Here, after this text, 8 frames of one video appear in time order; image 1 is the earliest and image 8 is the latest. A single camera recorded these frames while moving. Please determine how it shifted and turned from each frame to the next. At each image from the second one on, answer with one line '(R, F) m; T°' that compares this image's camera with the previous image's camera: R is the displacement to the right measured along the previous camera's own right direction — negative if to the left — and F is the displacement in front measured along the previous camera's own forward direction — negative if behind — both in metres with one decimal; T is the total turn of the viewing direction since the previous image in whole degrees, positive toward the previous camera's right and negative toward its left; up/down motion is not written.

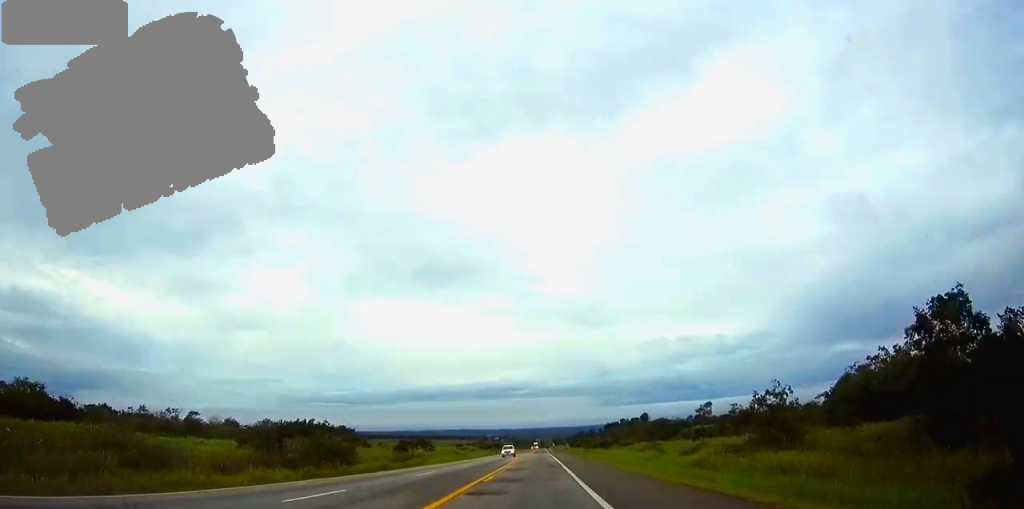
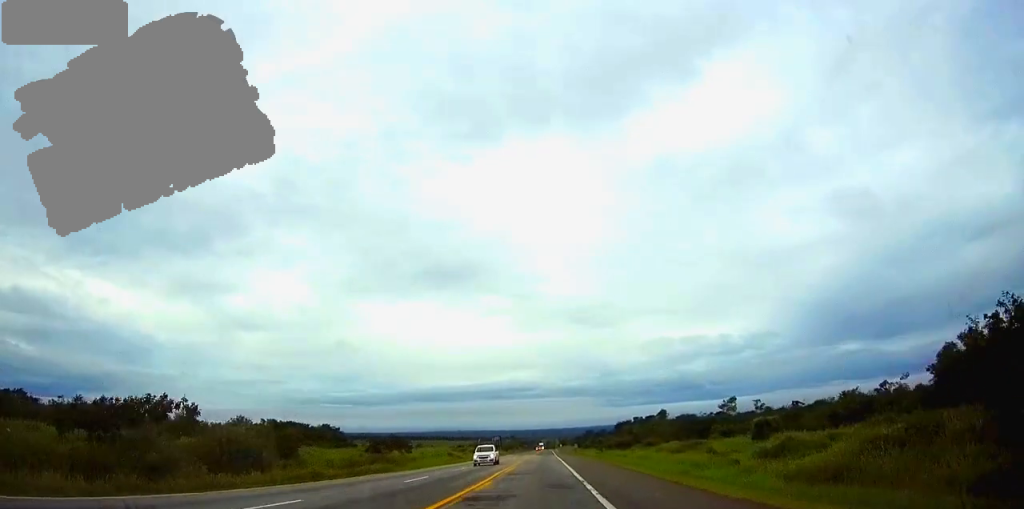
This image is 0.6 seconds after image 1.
(0.0, +20.1) m; 0°
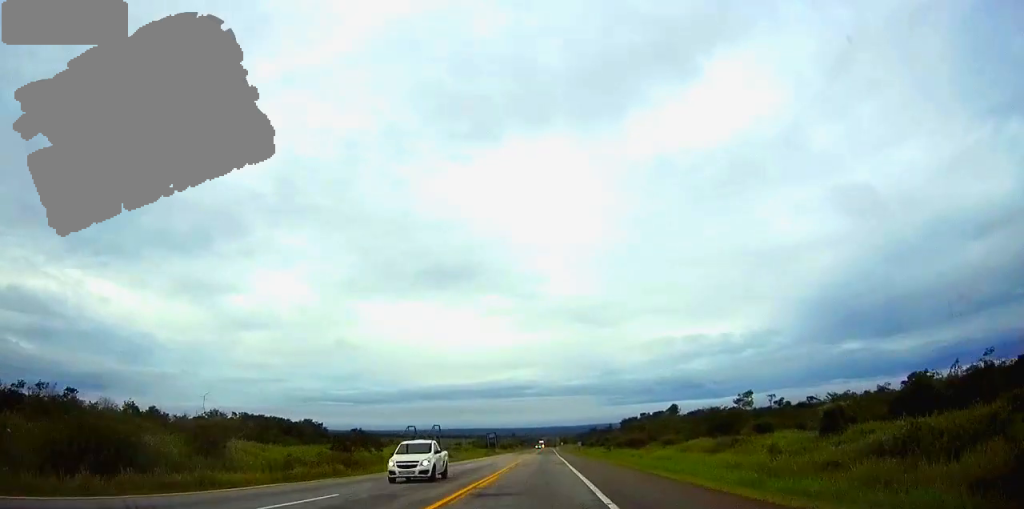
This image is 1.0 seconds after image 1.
(0.0, +14.2) m; 0°
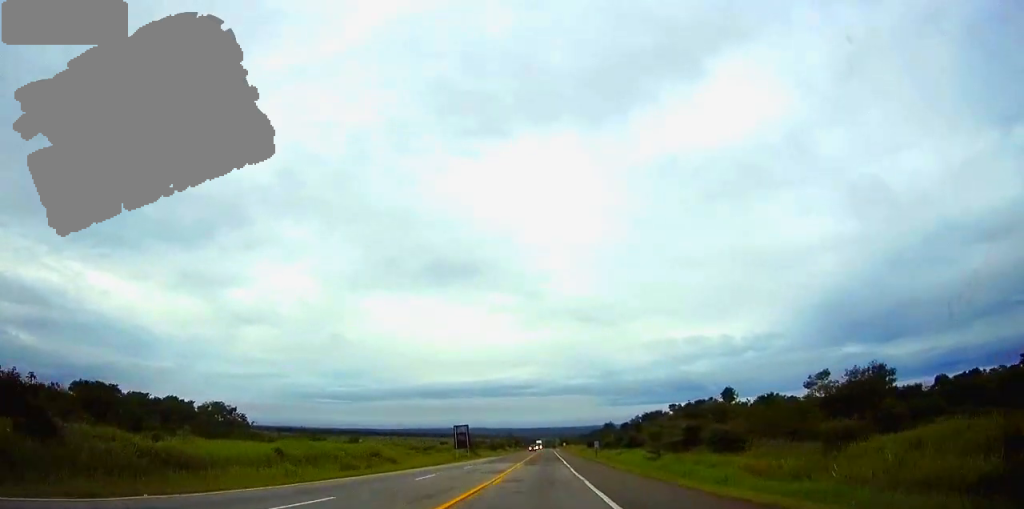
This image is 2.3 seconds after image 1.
(-0.1, +47.5) m; 0°
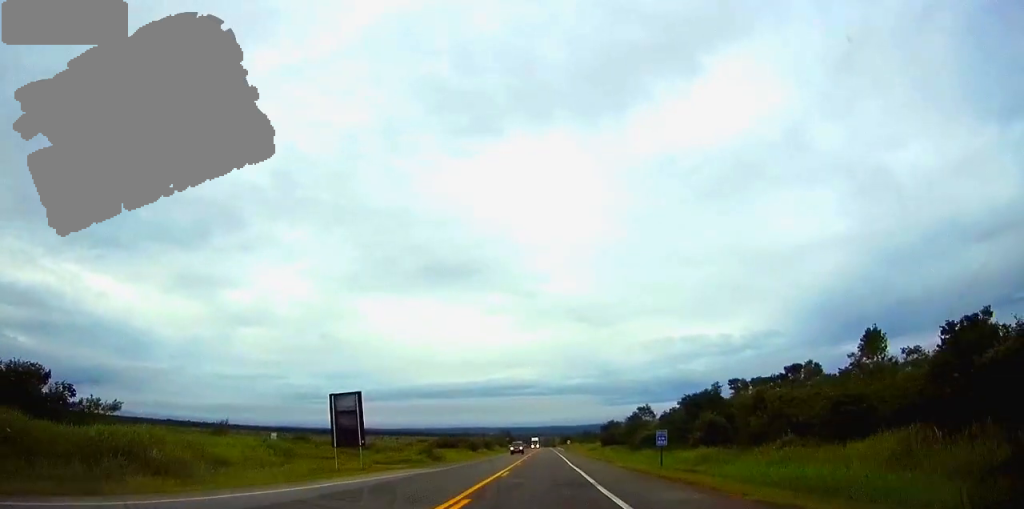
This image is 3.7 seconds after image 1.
(+0.2, +51.2) m; 0°
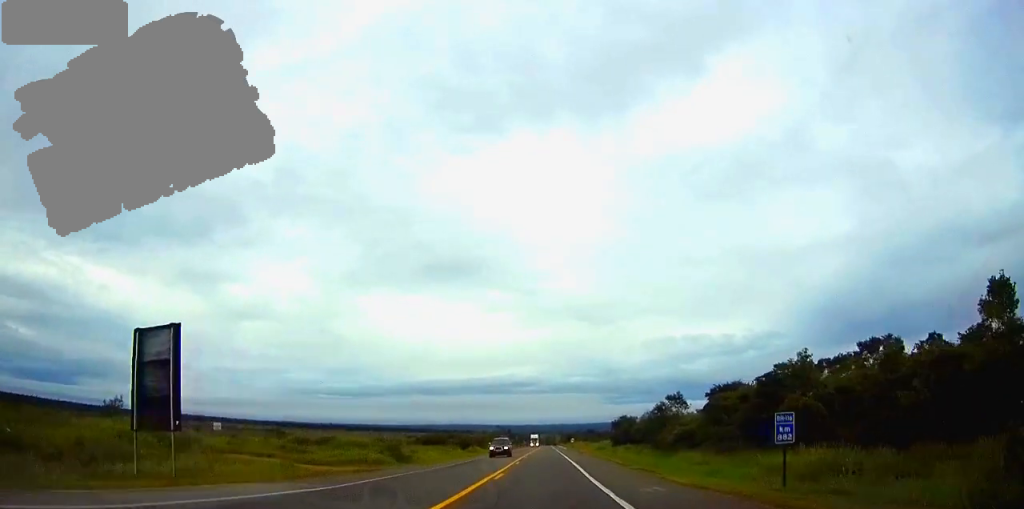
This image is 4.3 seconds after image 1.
(0.0, +20.3) m; 0°
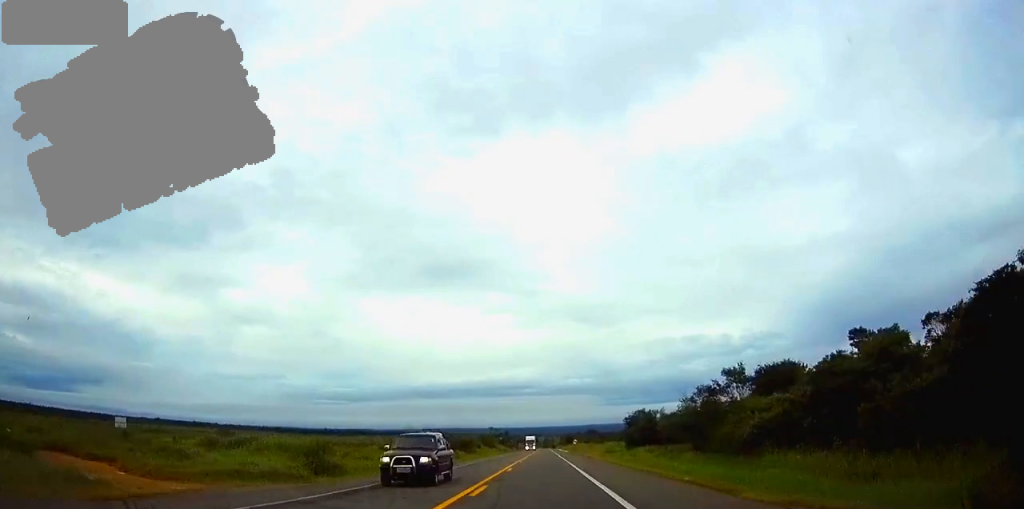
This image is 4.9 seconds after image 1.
(0.0, +22.6) m; 0°
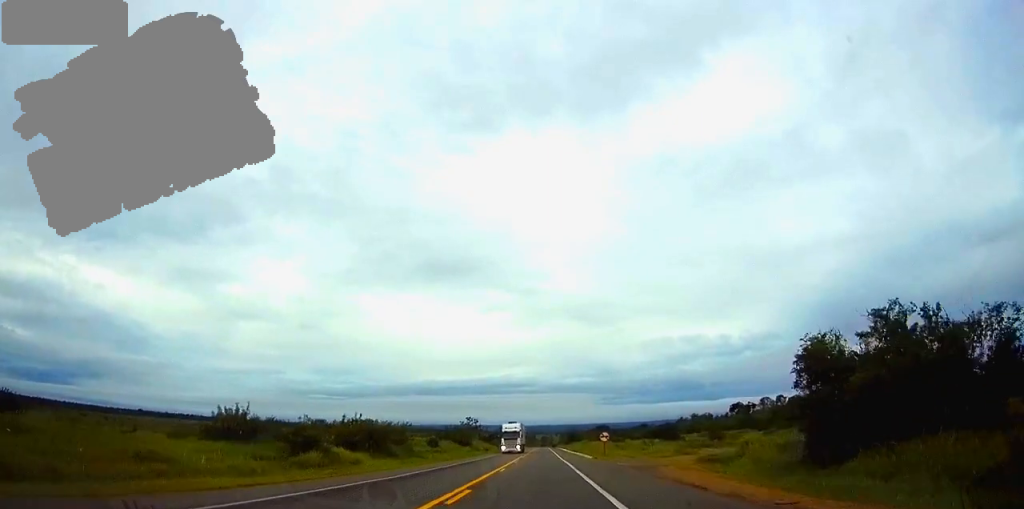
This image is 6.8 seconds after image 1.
(-0.1, +66.8) m; 0°
